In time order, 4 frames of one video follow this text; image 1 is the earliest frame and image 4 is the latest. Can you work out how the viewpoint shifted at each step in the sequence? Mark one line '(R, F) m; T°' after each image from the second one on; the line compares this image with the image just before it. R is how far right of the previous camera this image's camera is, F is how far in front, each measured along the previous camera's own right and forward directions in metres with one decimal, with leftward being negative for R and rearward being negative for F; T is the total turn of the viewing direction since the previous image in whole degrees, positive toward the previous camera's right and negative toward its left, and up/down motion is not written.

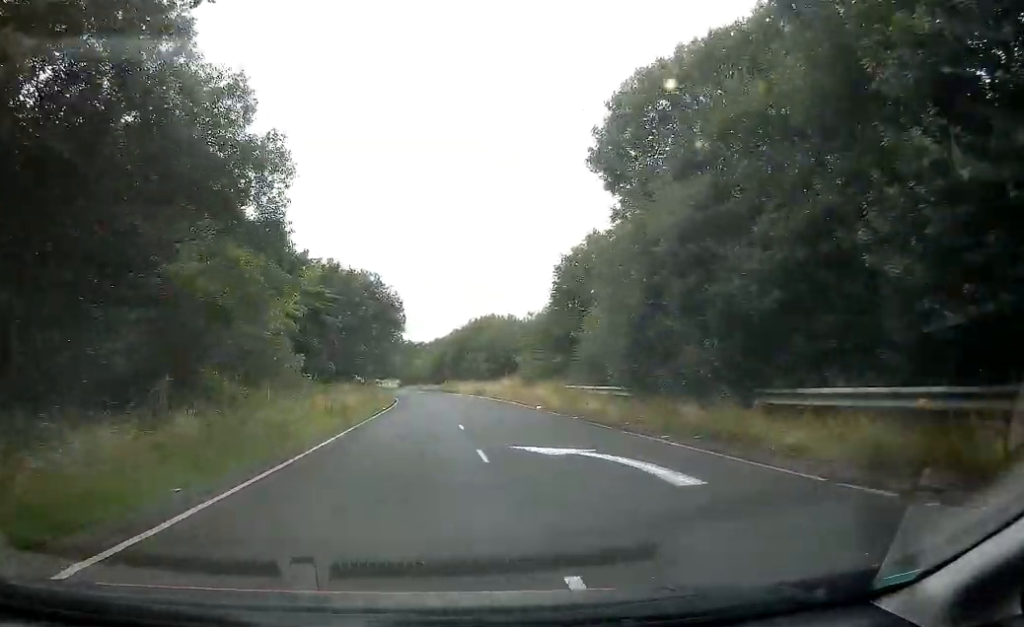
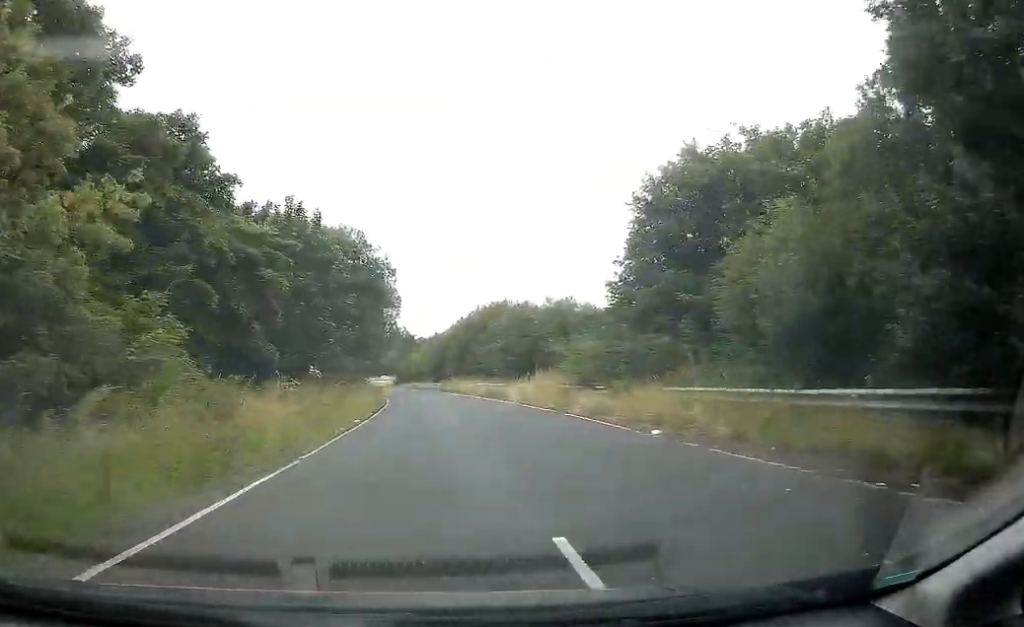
(+0.4, +15.7) m; +1°
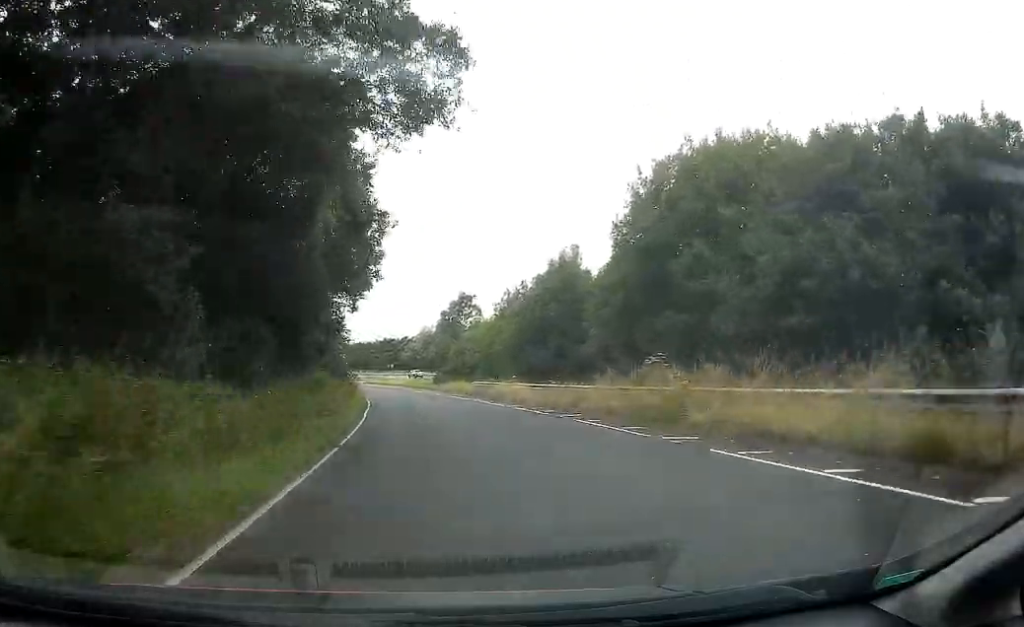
(-2.9, +58.1) m; -6°
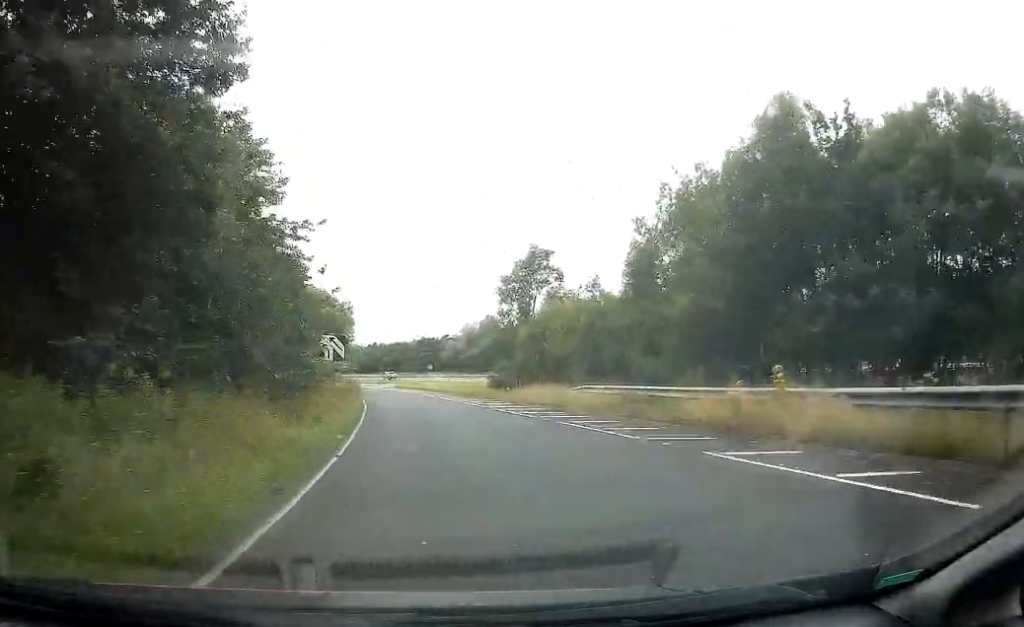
(-0.5, +27.7) m; -3°
